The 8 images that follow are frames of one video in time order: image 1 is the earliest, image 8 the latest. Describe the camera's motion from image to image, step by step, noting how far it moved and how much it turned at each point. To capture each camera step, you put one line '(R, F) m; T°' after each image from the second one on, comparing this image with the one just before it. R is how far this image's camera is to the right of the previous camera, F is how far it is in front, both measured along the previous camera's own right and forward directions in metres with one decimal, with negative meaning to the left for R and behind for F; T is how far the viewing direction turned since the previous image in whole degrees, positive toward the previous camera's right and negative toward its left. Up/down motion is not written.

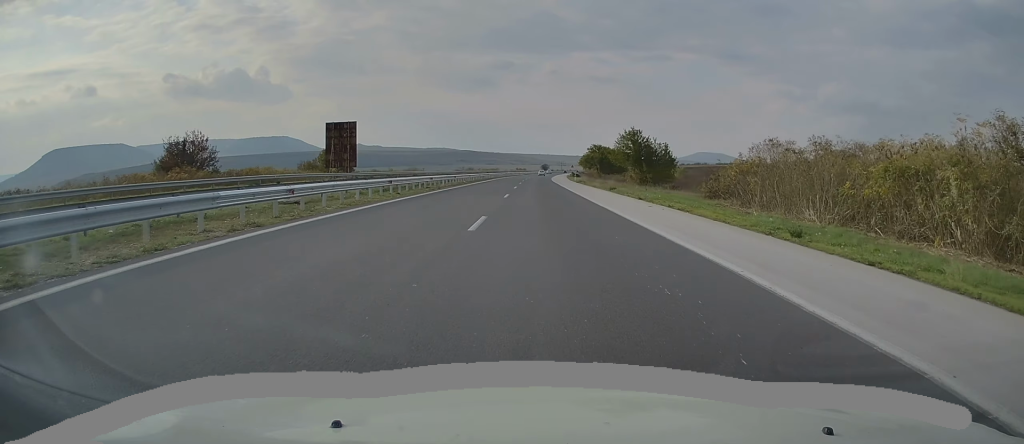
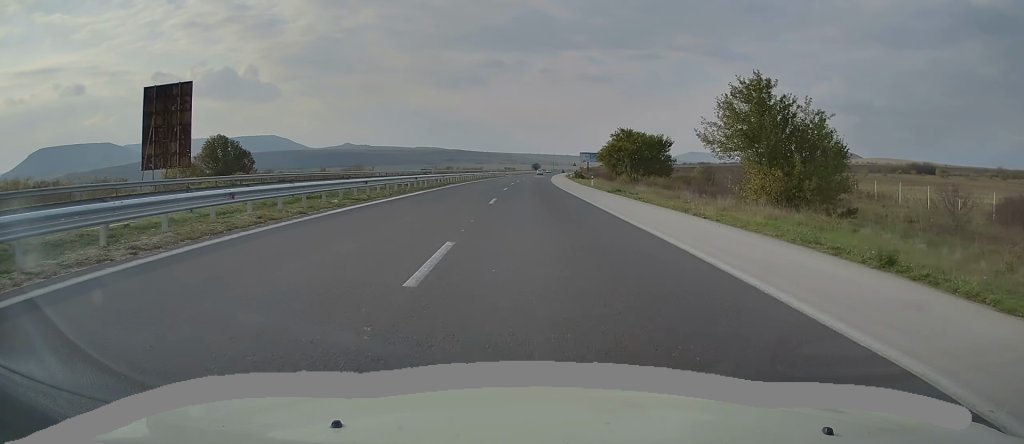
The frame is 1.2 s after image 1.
(+0.6, +38.8) m; +2°
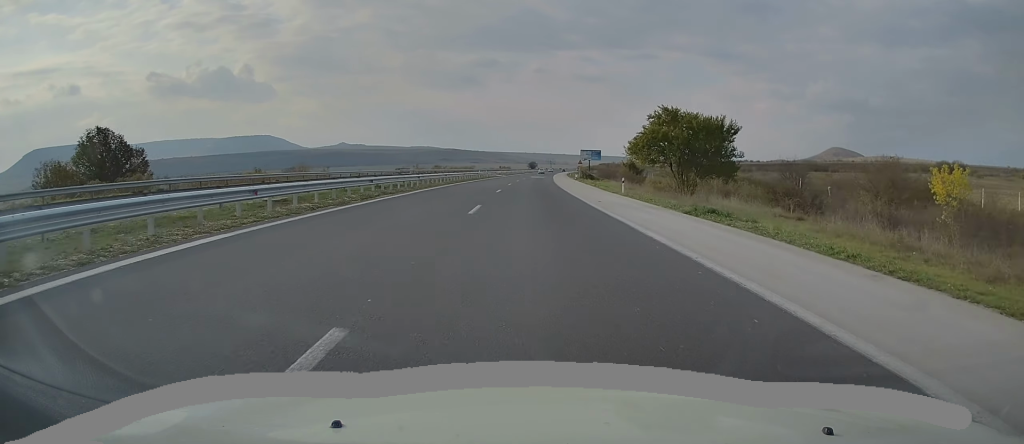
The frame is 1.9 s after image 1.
(+0.3, +22.1) m; 0°
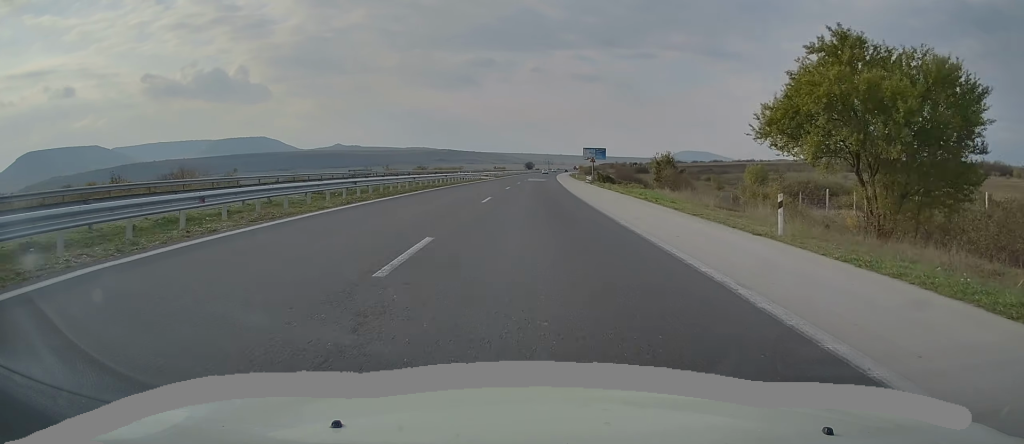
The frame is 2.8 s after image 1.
(-0.4, +26.3) m; 0°
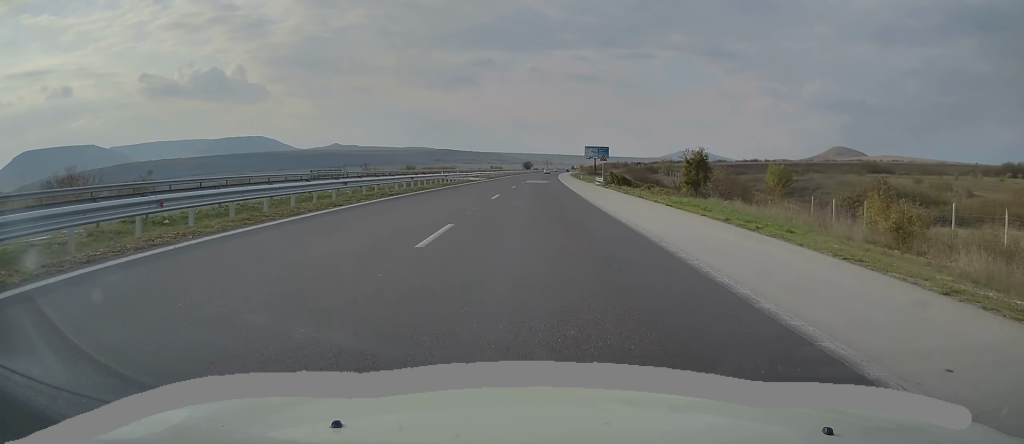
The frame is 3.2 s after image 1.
(+0.2, +13.7) m; 0°
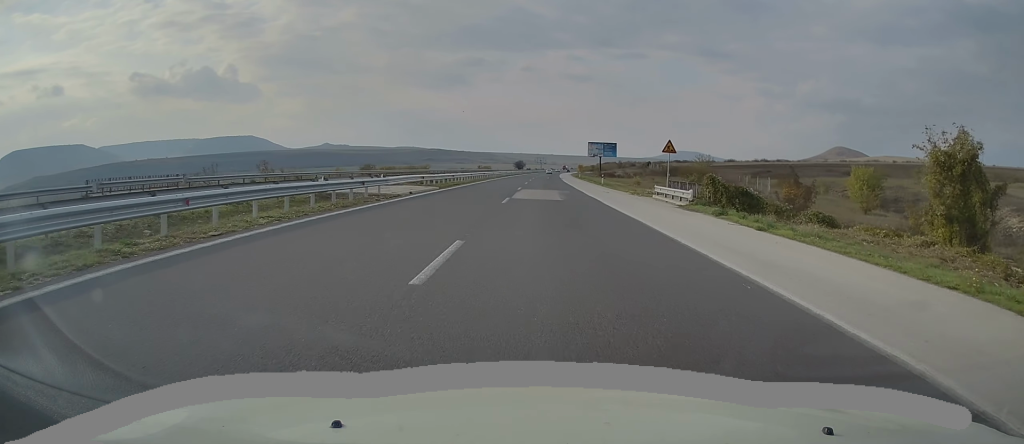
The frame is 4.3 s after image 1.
(+0.3, +35.7) m; +1°
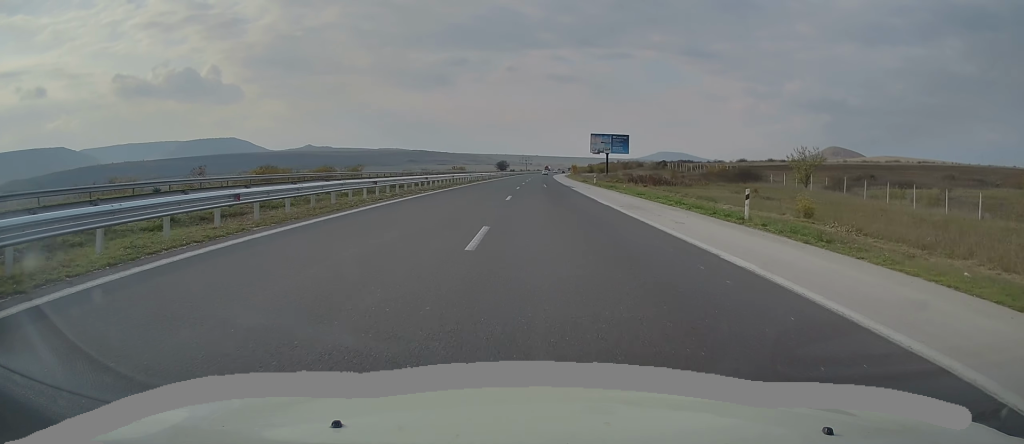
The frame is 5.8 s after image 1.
(0.0, +46.1) m; +1°
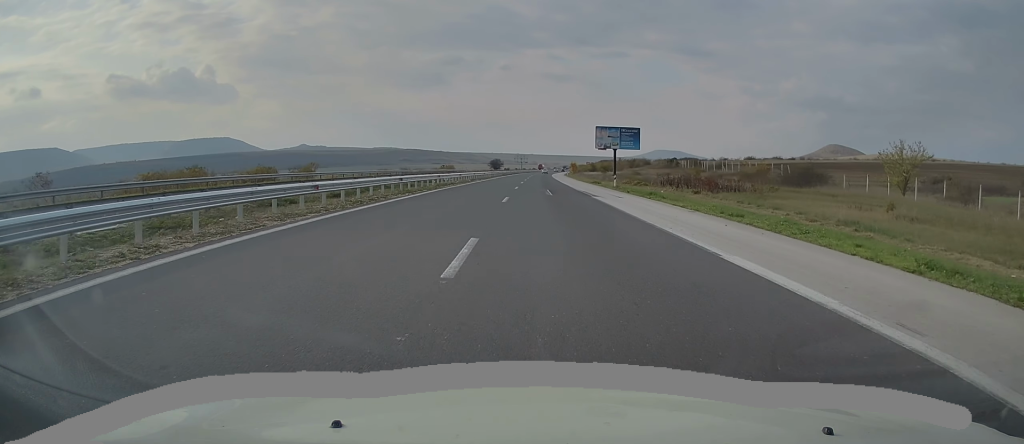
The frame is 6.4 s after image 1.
(+0.3, +18.8) m; +1°
